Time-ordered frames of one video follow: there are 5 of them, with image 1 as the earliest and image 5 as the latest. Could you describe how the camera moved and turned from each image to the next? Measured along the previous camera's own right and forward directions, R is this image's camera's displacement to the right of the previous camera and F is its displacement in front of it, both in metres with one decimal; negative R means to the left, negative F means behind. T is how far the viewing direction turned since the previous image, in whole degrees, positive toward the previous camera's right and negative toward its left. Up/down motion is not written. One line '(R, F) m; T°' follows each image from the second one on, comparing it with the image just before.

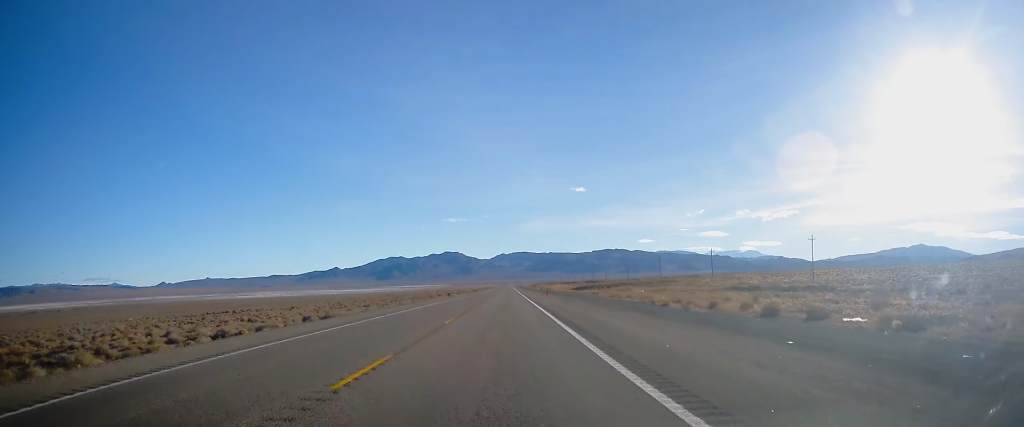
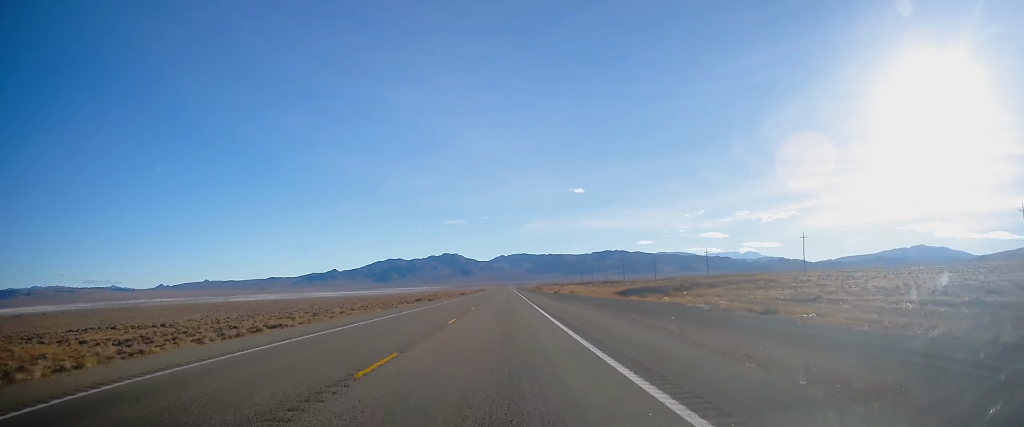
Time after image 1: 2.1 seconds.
(0.0, +70.9) m; 0°
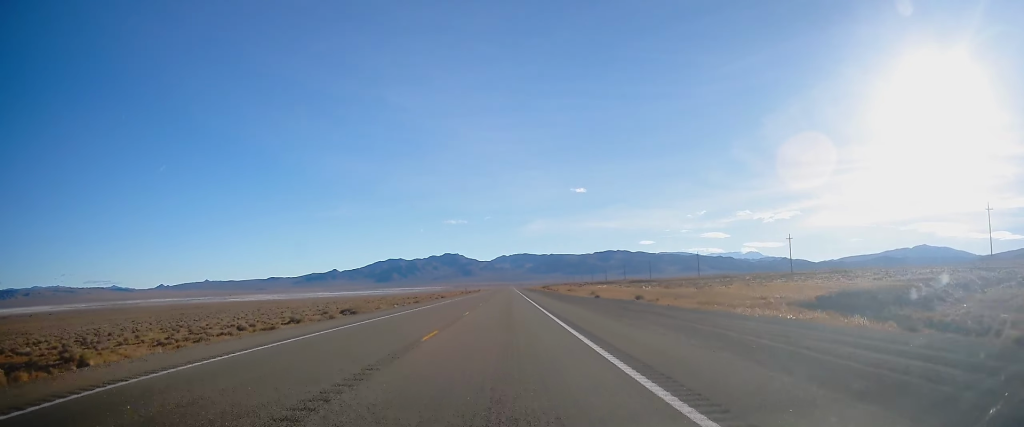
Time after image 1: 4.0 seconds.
(0.0, +67.0) m; 0°
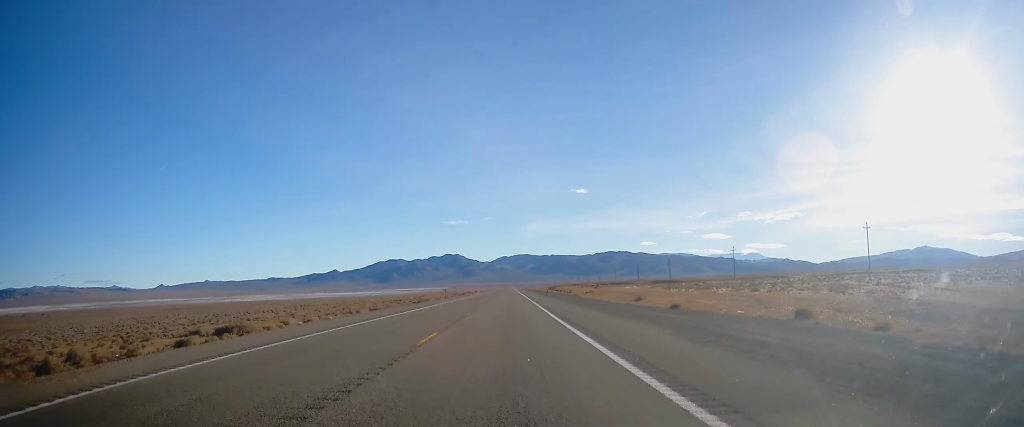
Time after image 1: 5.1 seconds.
(+0.1, +36.9) m; 0°
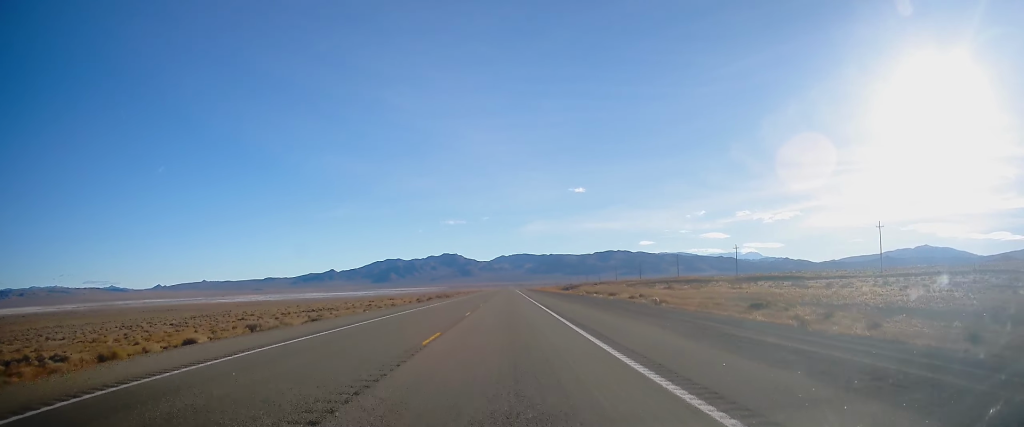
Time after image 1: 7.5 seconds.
(-0.1, +85.0) m; -1°
